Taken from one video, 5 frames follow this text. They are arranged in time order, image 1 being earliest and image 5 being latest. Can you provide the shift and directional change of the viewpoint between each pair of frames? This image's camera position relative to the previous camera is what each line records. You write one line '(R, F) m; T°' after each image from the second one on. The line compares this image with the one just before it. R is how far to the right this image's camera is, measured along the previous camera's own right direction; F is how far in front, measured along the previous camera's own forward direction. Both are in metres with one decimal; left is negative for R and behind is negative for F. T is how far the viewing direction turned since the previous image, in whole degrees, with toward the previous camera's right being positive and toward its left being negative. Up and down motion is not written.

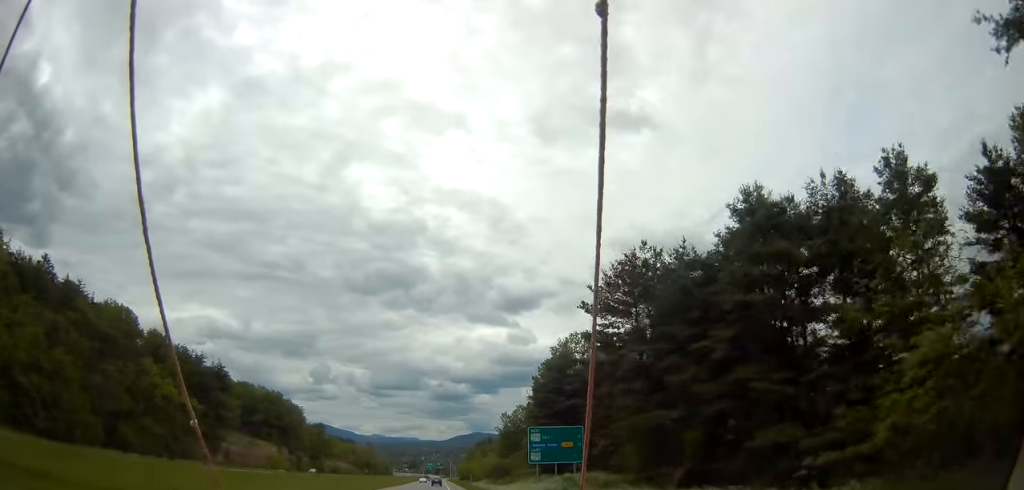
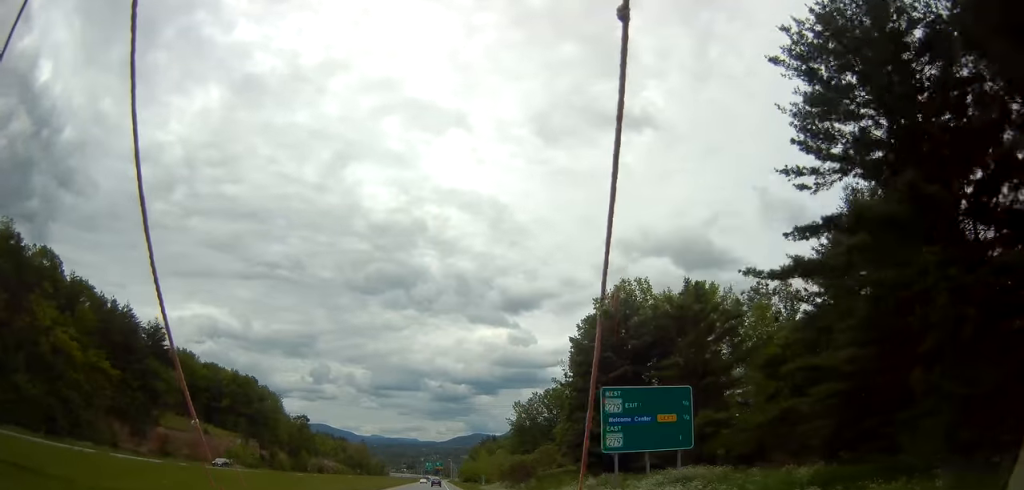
(0.0, +31.4) m; 0°
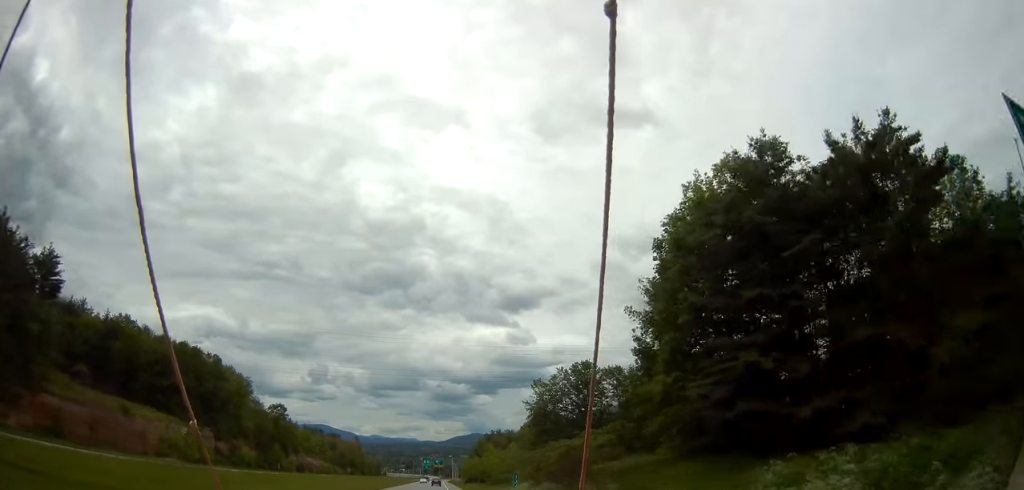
(0.0, +32.5) m; -1°
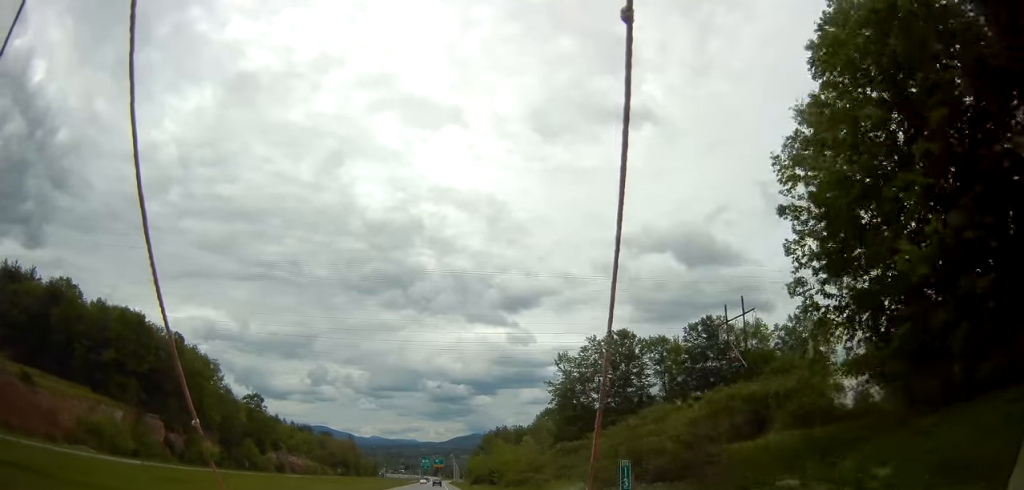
(-0.3, +25.2) m; 0°
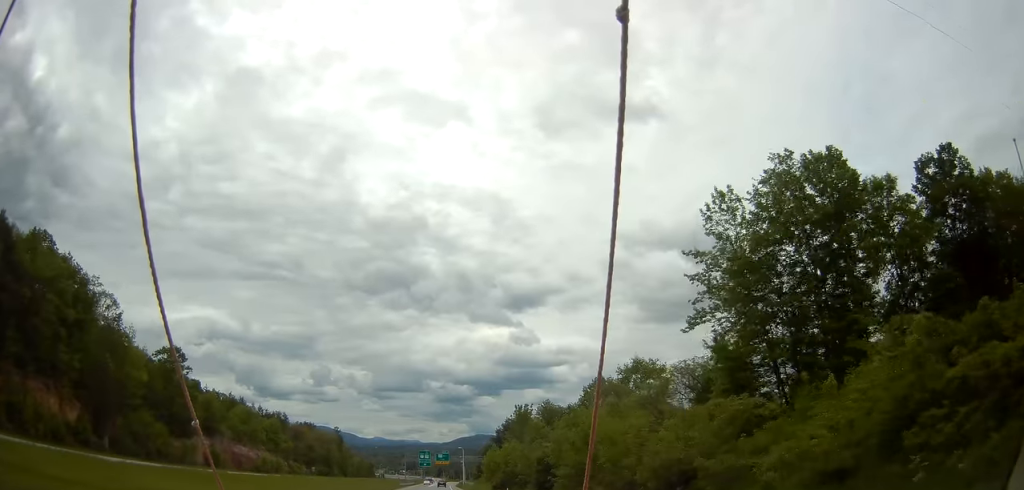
(+0.5, +56.4) m; 0°
